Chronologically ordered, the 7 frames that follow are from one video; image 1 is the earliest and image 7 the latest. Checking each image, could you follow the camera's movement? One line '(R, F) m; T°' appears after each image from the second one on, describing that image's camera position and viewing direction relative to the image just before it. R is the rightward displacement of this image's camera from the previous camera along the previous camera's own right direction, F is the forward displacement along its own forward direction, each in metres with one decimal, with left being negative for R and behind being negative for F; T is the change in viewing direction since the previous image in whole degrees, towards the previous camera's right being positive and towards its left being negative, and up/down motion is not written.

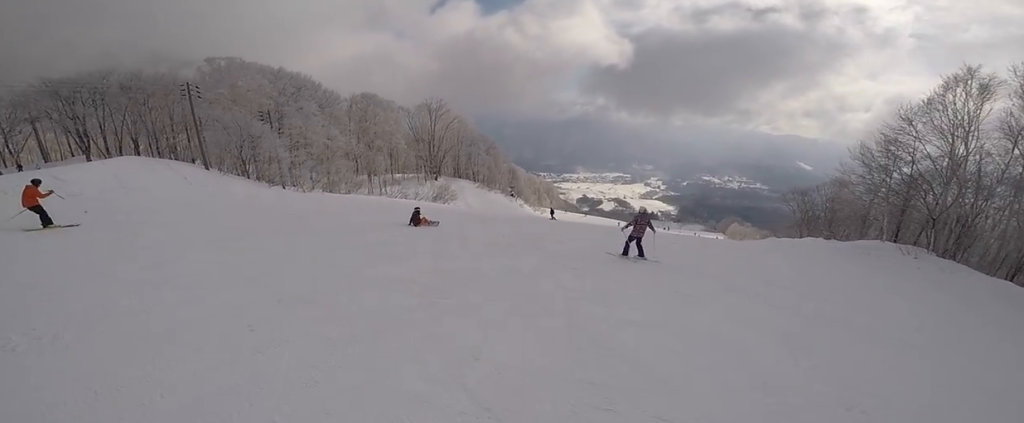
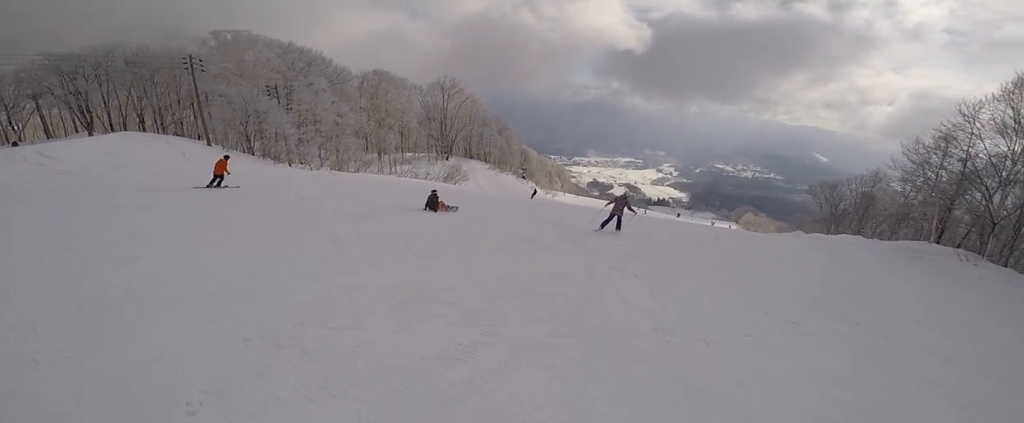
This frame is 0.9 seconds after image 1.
(0.0, +2.4) m; +11°
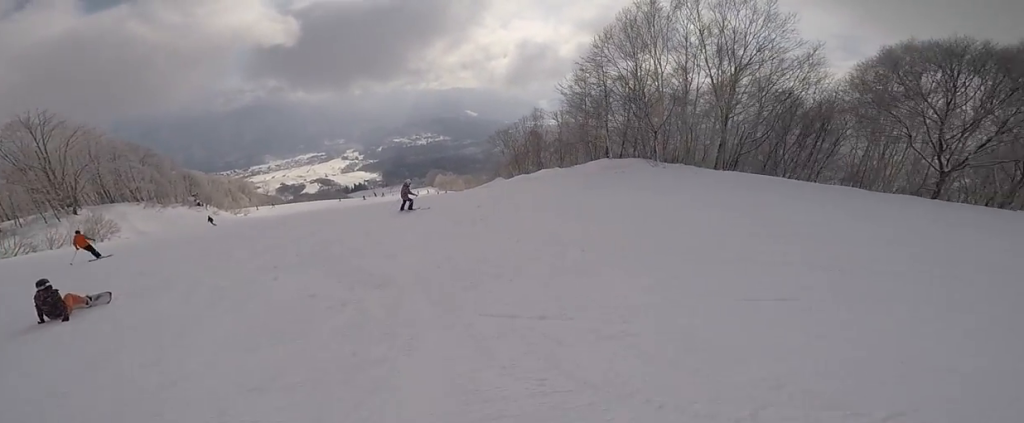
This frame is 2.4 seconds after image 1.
(+1.8, +4.4) m; +55°
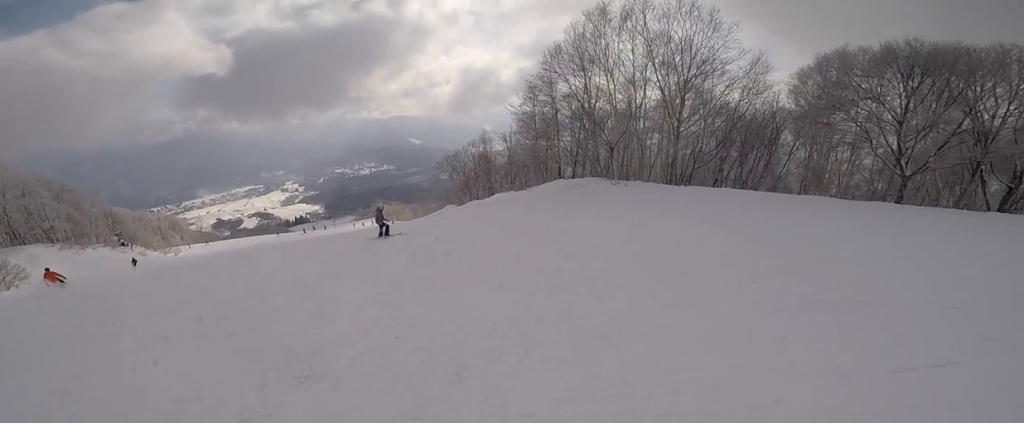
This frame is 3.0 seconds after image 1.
(+0.5, +2.0) m; +12°
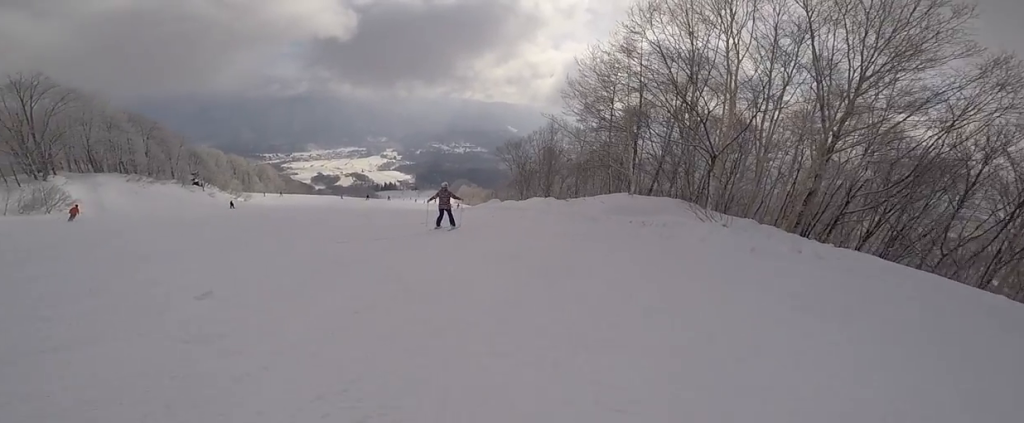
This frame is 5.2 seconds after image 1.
(-0.9, +9.3) m; -44°
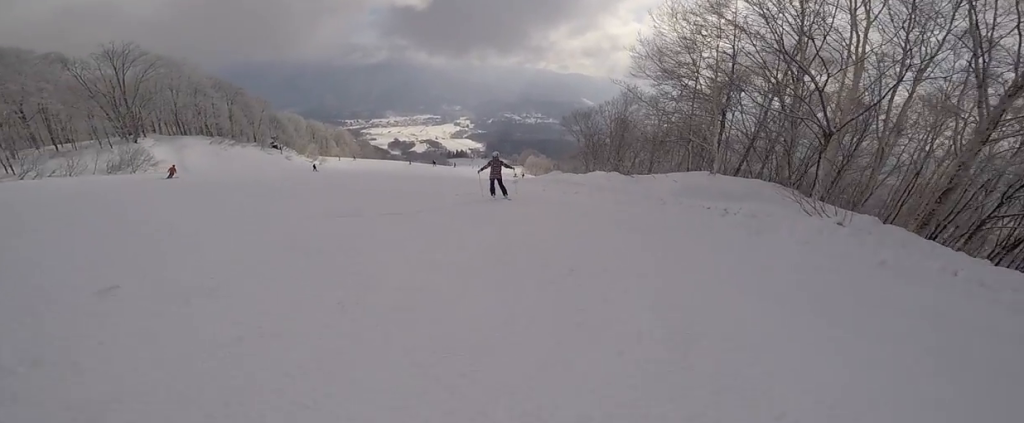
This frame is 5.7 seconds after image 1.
(-0.2, +2.1) m; -16°
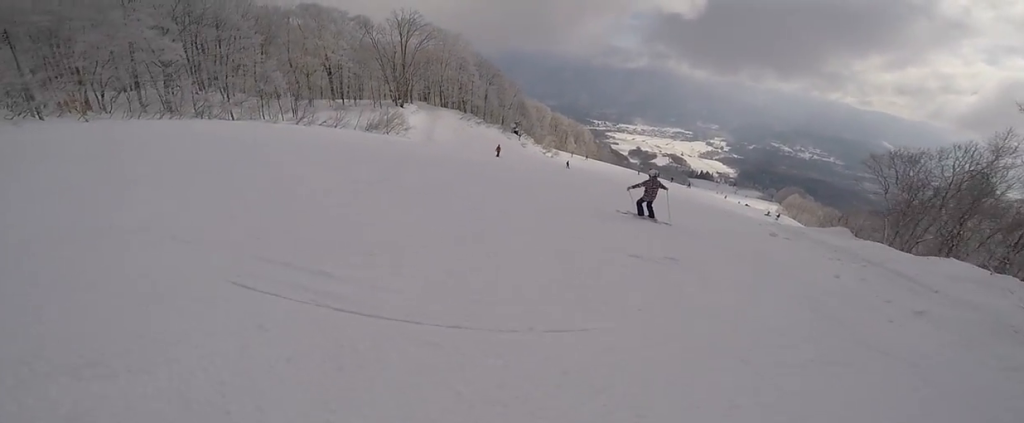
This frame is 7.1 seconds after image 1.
(-1.7, +6.2) m; -18°
